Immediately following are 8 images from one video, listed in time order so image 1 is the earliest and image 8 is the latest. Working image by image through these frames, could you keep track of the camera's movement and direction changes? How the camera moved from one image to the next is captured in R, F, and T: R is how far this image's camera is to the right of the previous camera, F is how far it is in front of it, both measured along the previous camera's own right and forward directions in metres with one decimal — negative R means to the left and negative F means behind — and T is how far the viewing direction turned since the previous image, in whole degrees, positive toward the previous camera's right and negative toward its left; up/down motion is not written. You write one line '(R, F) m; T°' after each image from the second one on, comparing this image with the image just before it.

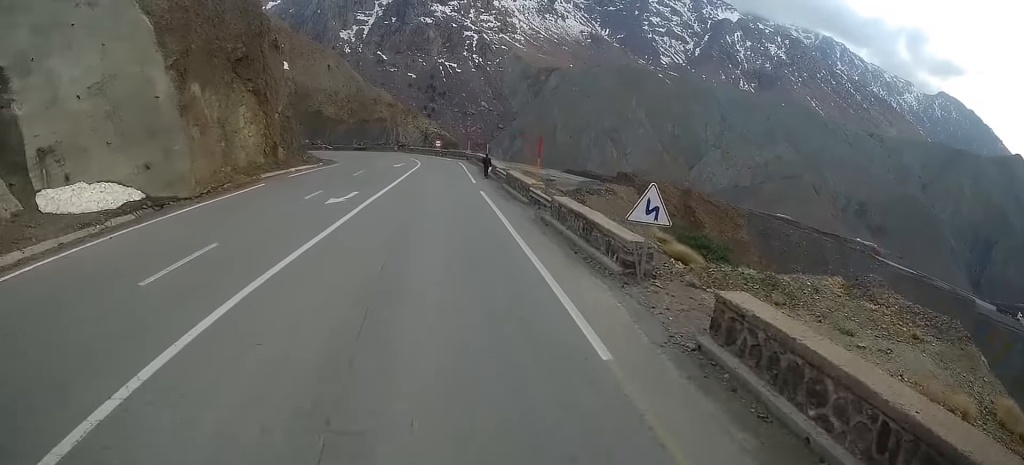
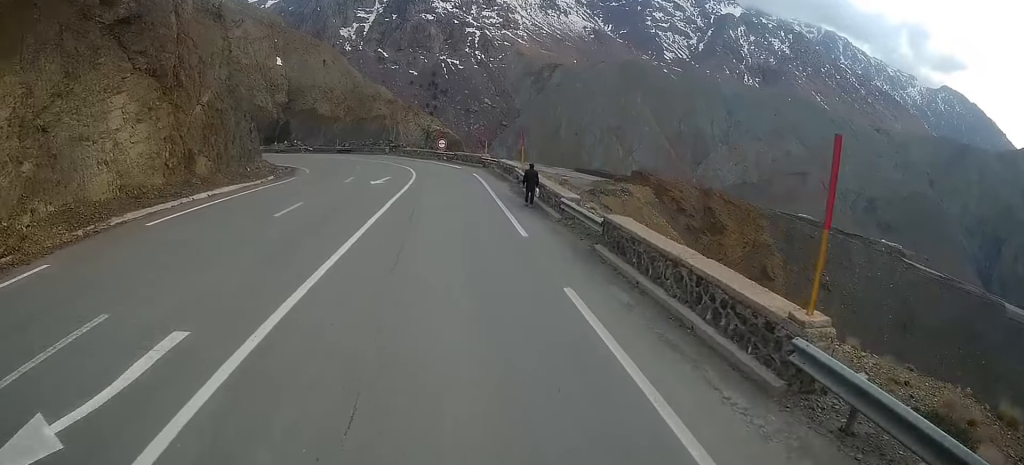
(+0.2, +18.2) m; +1°
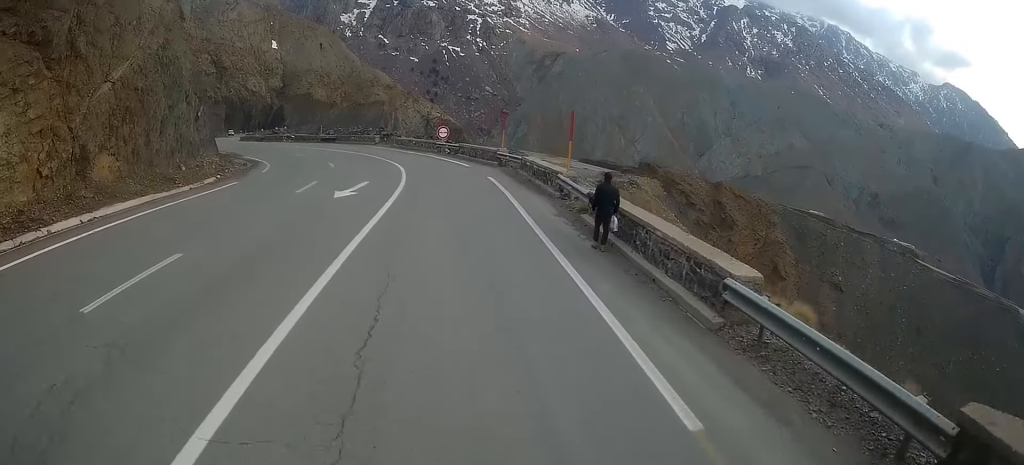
(0.0, +10.2) m; 0°
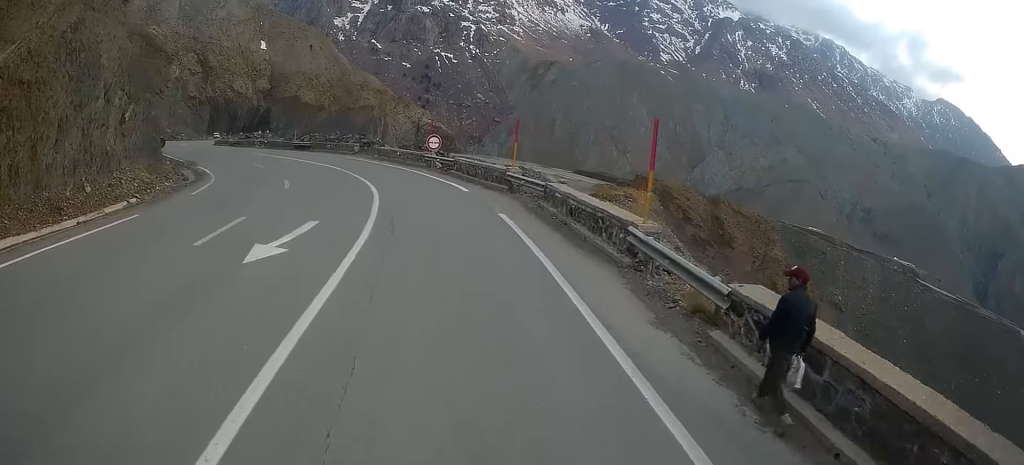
(0.0, +8.3) m; 0°
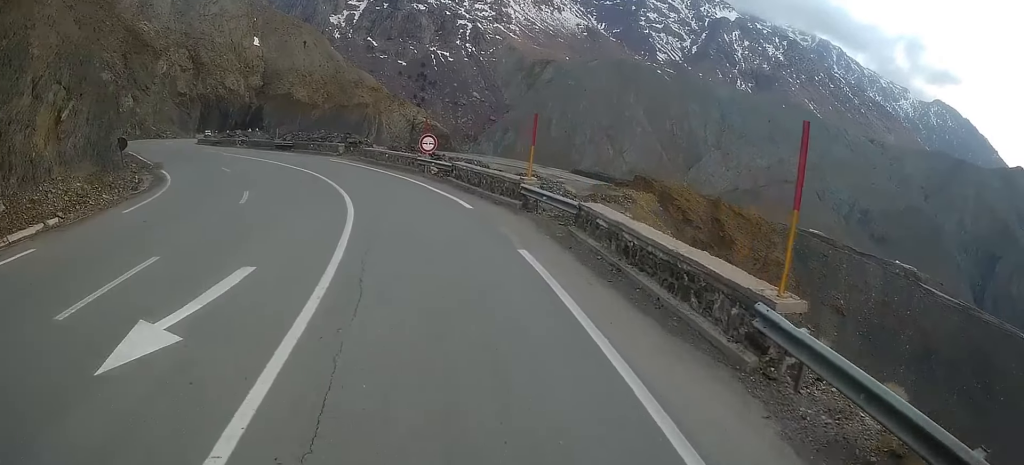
(0.0, +5.2) m; 0°
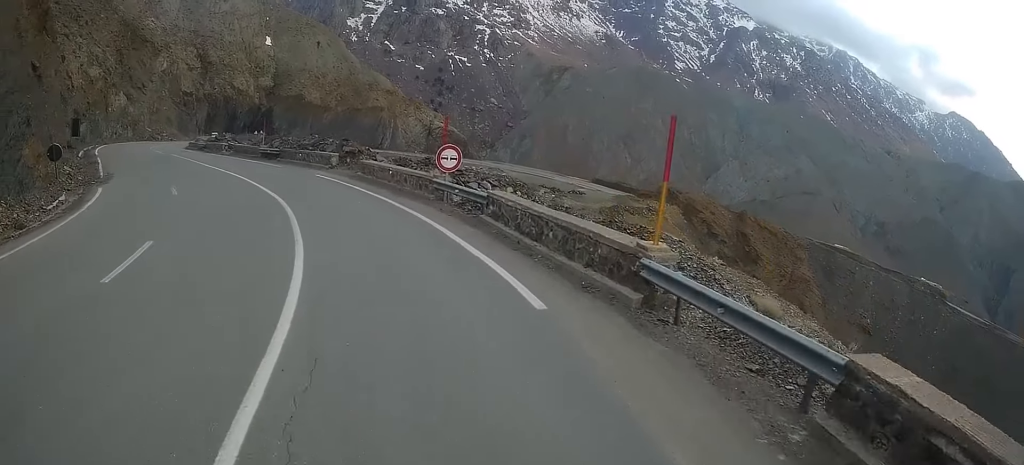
(0.0, +9.6) m; -2°
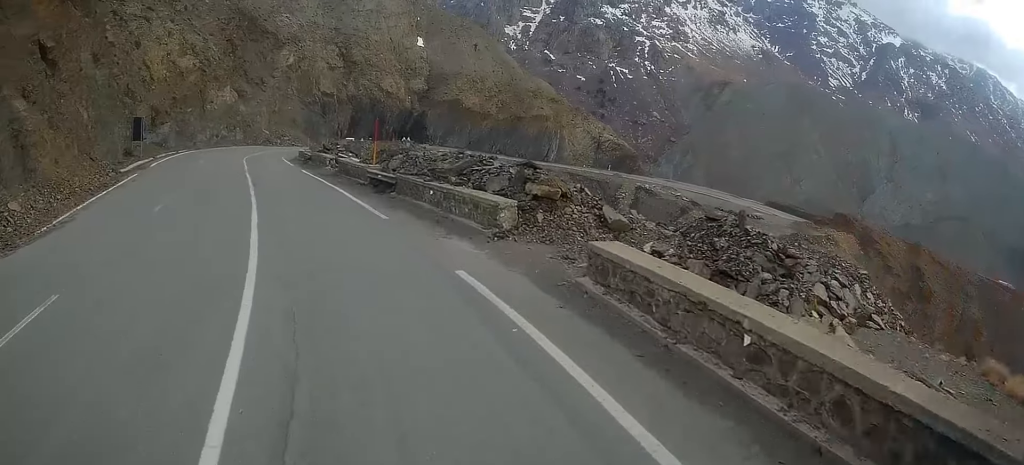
(-1.8, +17.5) m; -10°
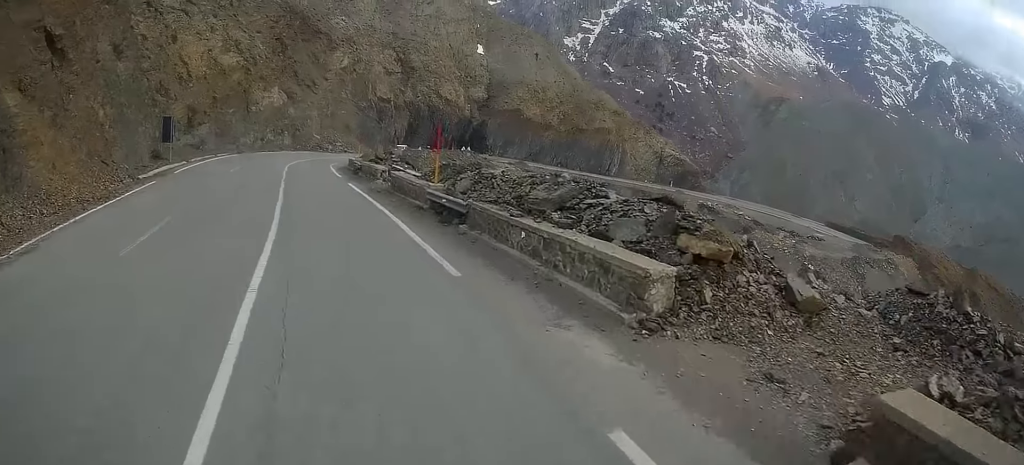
(-0.1, +4.9) m; -4°
